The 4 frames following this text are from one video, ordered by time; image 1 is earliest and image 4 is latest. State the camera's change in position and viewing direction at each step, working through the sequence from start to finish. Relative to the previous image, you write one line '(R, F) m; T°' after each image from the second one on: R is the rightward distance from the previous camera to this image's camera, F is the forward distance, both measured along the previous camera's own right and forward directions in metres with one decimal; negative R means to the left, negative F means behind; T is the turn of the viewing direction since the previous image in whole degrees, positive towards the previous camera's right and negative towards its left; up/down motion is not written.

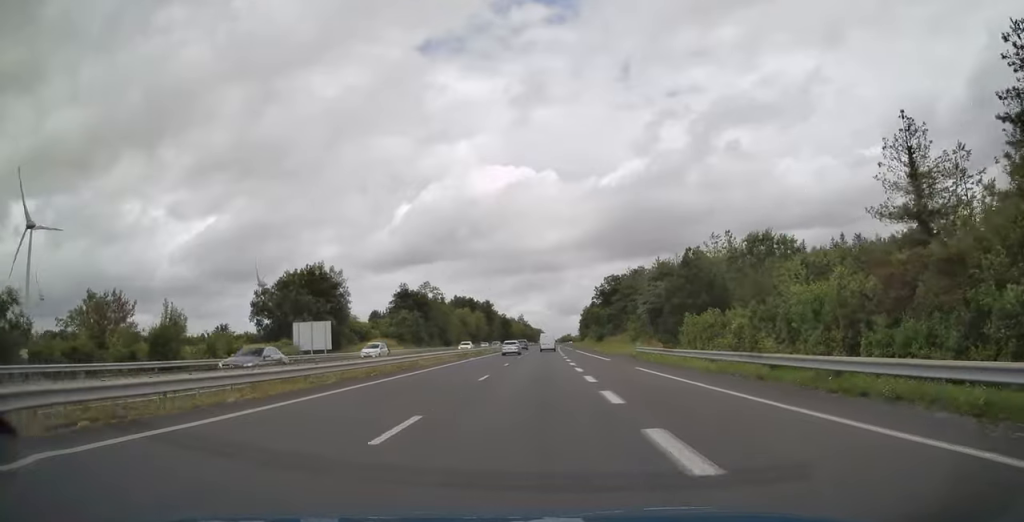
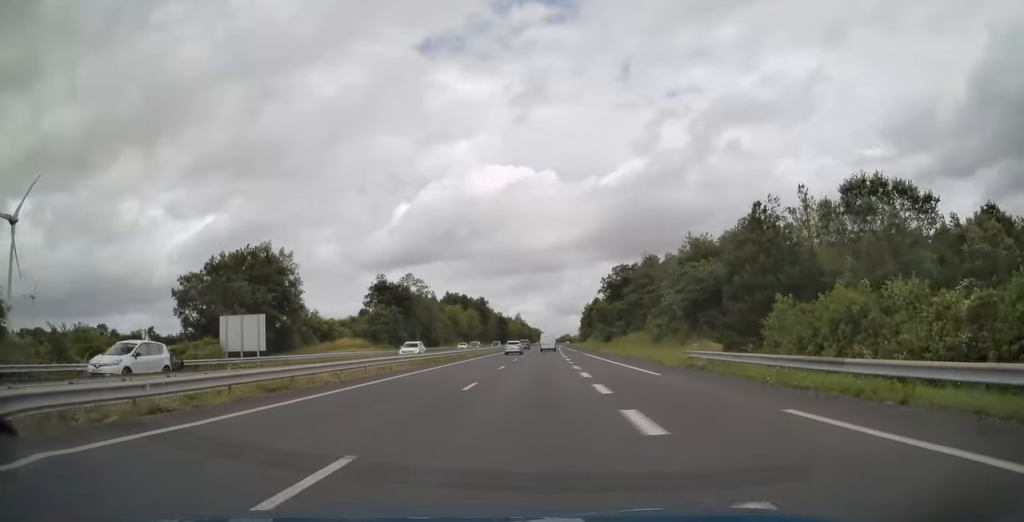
(0.0, +17.2) m; 0°
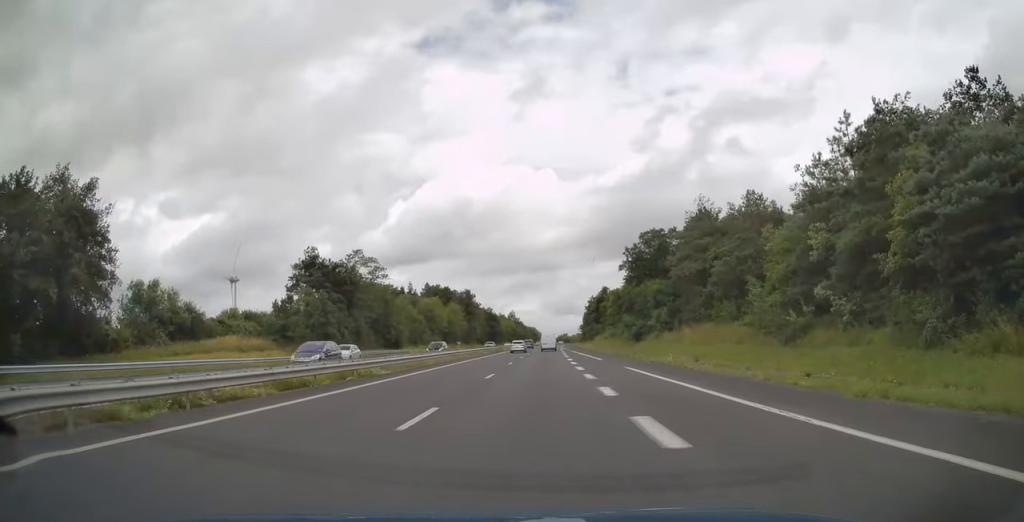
(+0.1, +33.9) m; 0°
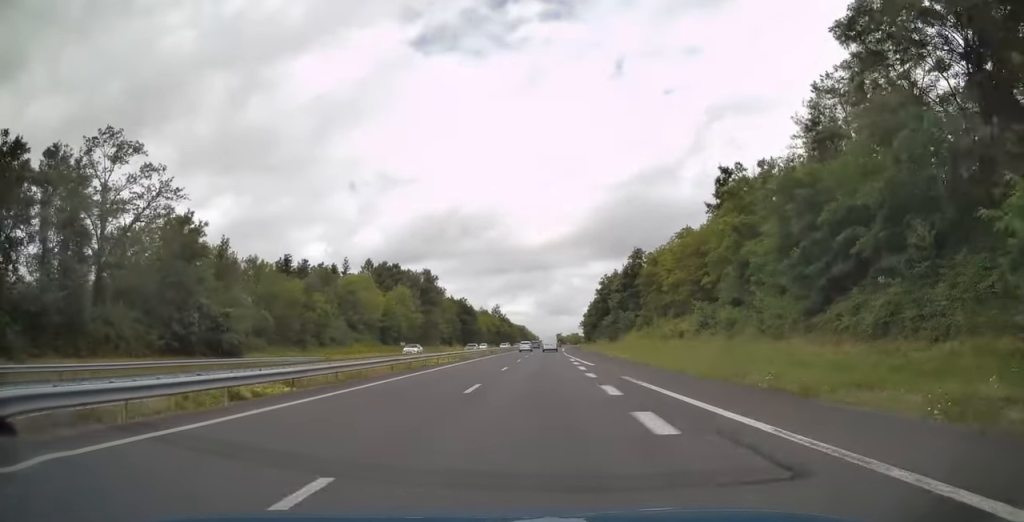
(+0.5, +58.6) m; +1°
